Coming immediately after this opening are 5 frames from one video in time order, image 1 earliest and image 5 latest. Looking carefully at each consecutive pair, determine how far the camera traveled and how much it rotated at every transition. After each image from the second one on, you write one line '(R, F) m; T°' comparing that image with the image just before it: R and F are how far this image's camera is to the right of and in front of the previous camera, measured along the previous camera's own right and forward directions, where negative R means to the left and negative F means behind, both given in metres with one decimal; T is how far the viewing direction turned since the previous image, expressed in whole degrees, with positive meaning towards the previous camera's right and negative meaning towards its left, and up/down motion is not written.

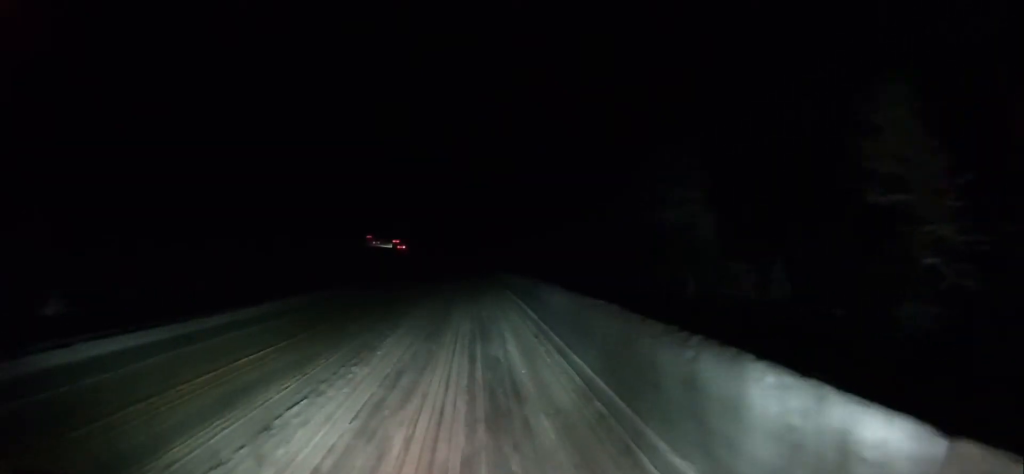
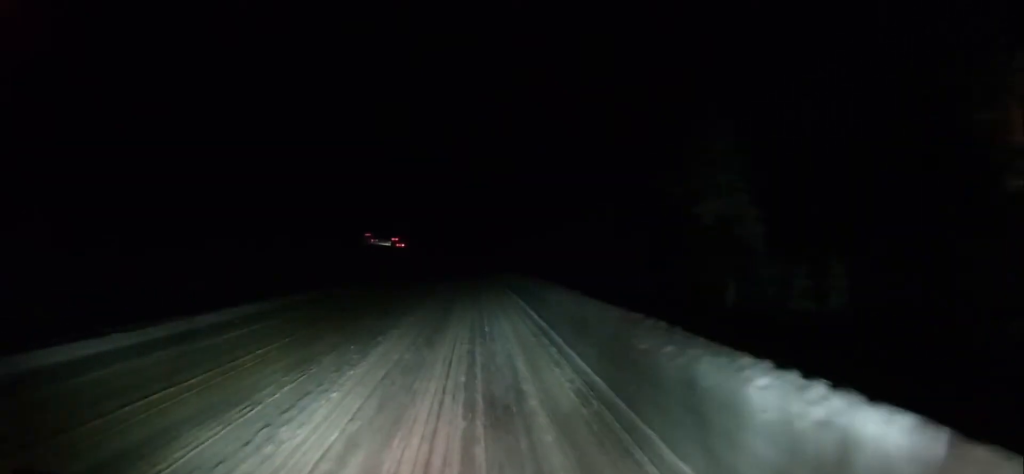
(0.0, +5.5) m; 0°
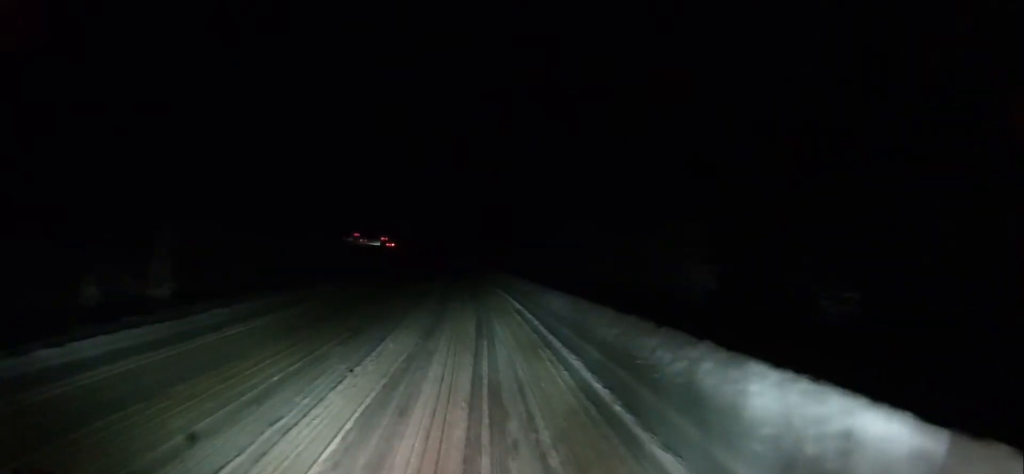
(+0.1, +33.8) m; +2°
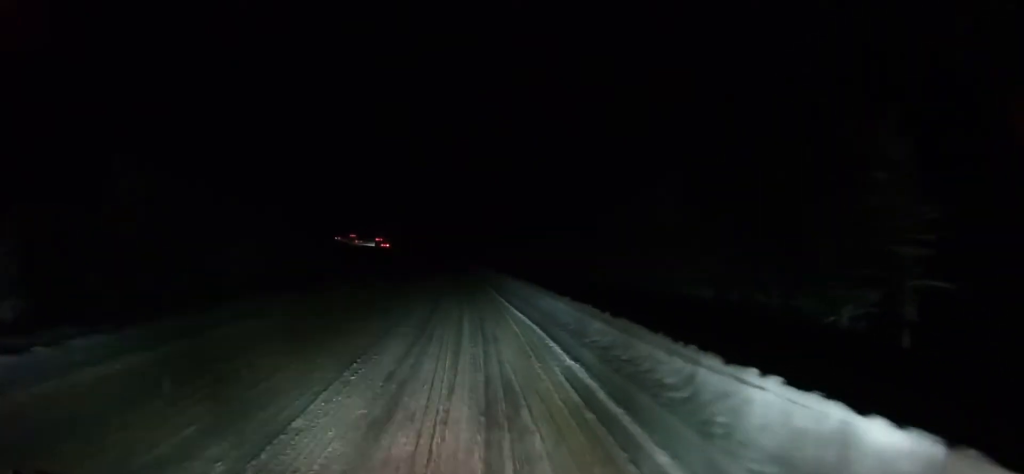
(-0.5, +16.4) m; -3°
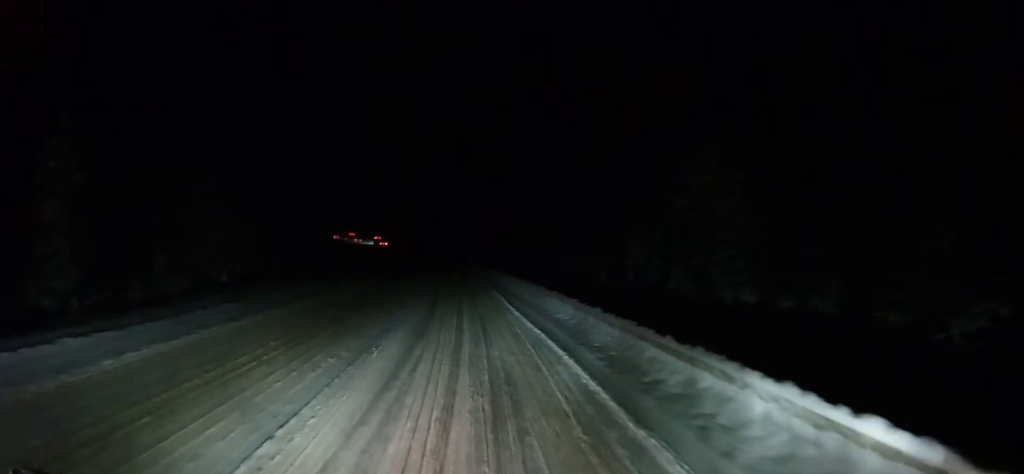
(-0.1, +6.6) m; 0°
